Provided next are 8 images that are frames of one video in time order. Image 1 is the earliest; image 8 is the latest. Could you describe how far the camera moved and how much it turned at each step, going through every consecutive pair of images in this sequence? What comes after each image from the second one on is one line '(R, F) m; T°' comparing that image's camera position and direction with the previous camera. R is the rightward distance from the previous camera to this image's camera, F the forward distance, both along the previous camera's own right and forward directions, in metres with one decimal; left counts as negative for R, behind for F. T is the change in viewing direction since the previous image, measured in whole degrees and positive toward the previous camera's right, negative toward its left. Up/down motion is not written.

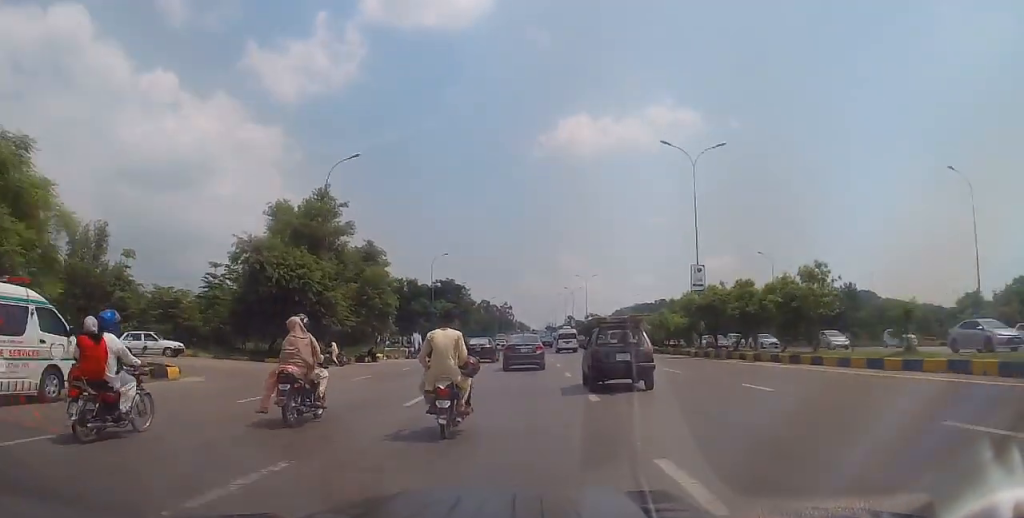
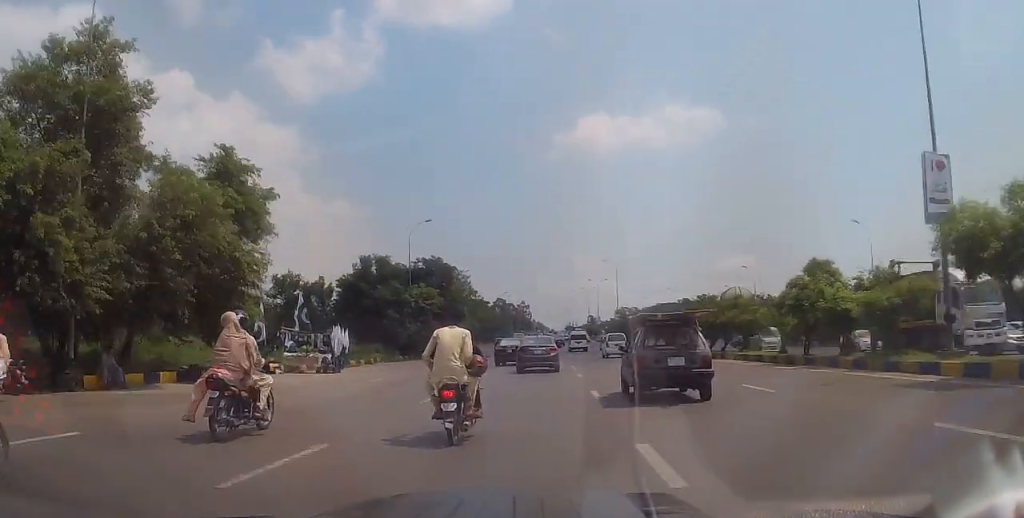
(-0.5, +23.5) m; -2°
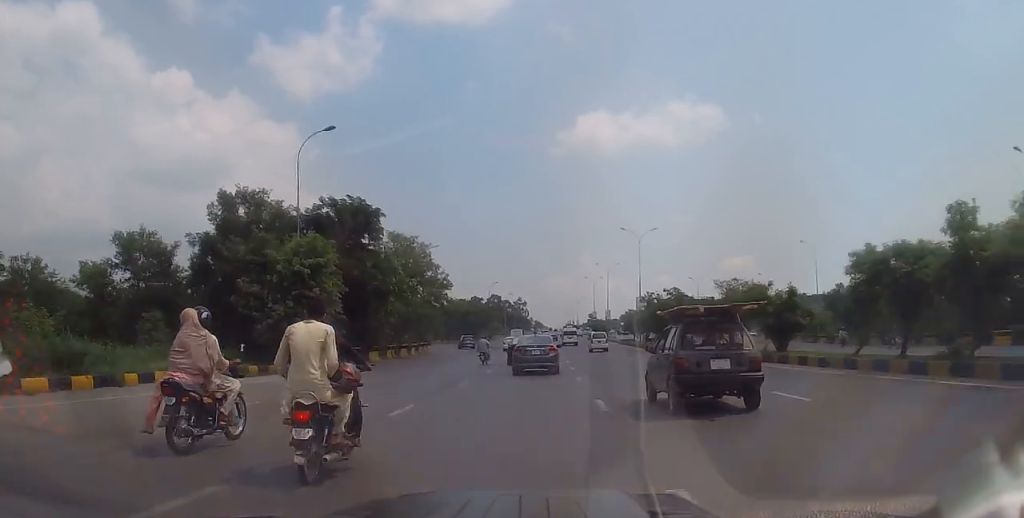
(+0.9, +26.0) m; +3°
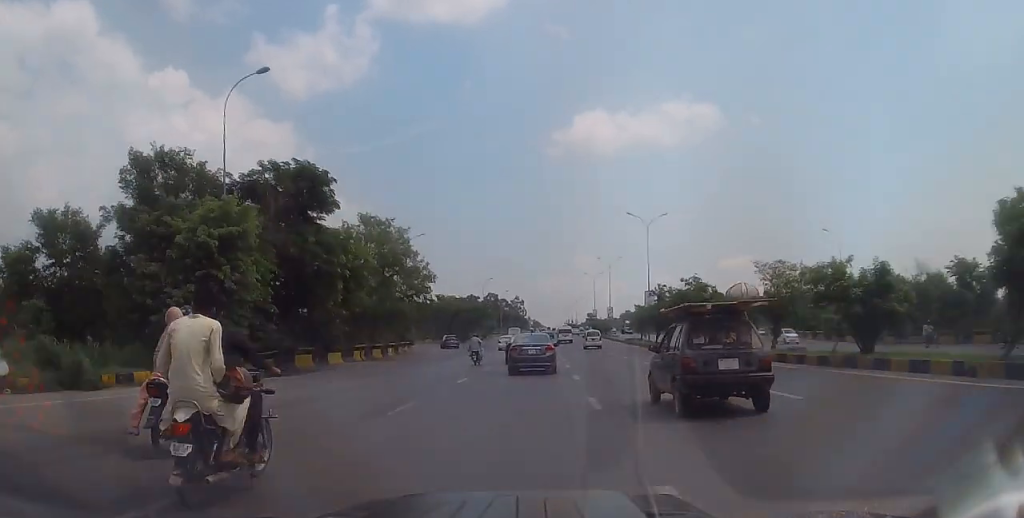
(-0.4, +7.7) m; -1°
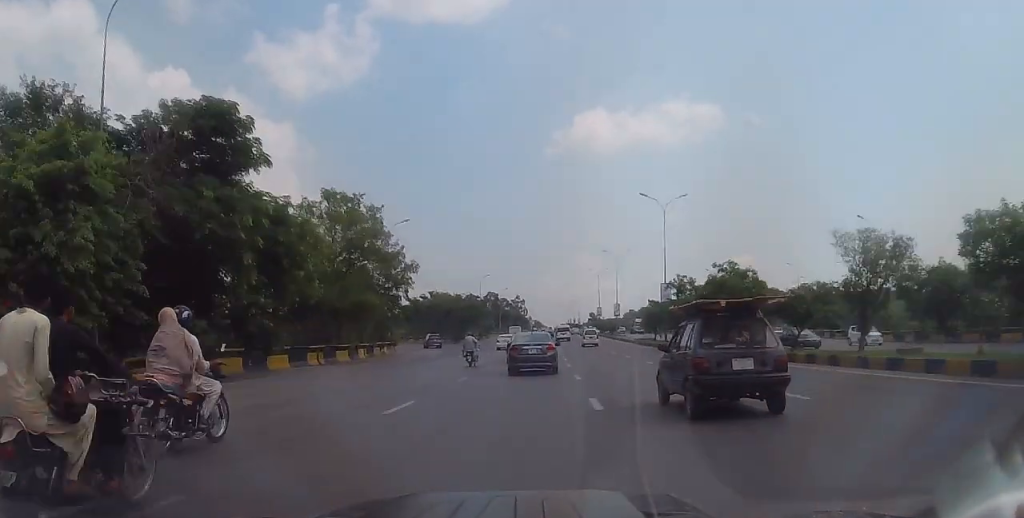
(-0.2, +8.2) m; -1°
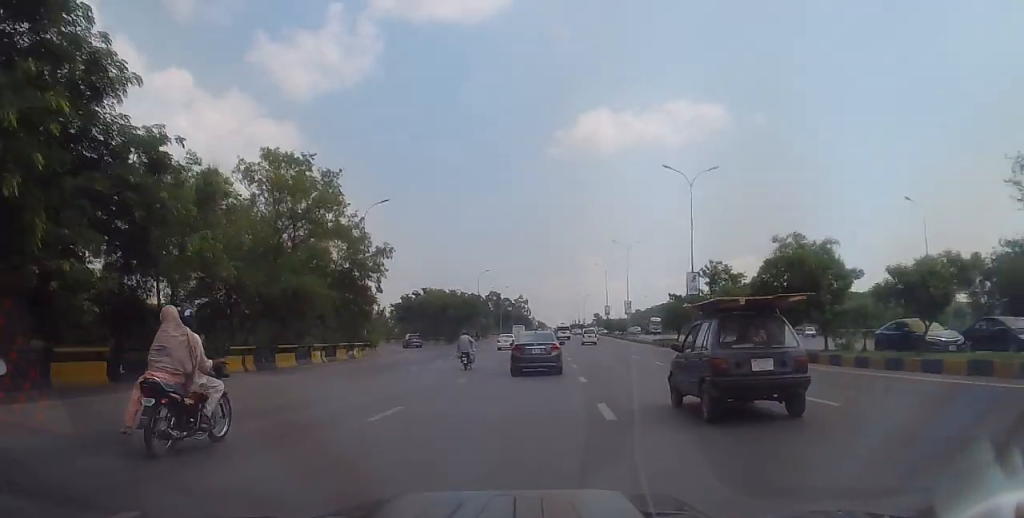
(0.0, +9.0) m; 0°
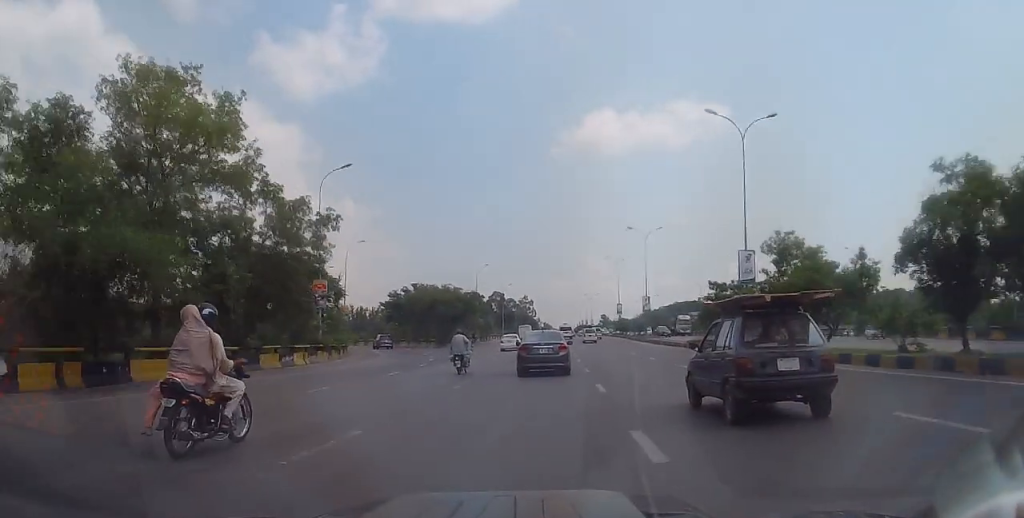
(0.0, +11.3) m; +1°
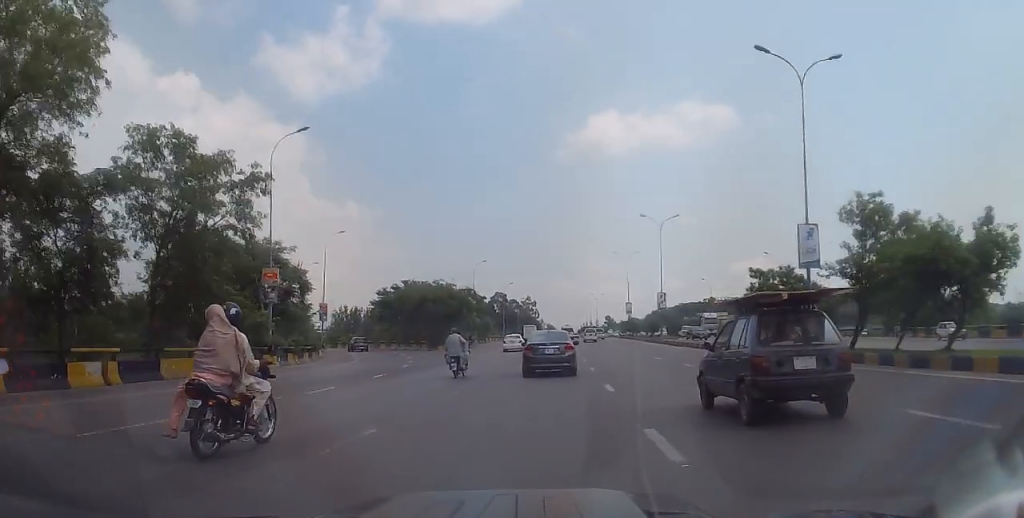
(0.0, +8.0) m; +1°
